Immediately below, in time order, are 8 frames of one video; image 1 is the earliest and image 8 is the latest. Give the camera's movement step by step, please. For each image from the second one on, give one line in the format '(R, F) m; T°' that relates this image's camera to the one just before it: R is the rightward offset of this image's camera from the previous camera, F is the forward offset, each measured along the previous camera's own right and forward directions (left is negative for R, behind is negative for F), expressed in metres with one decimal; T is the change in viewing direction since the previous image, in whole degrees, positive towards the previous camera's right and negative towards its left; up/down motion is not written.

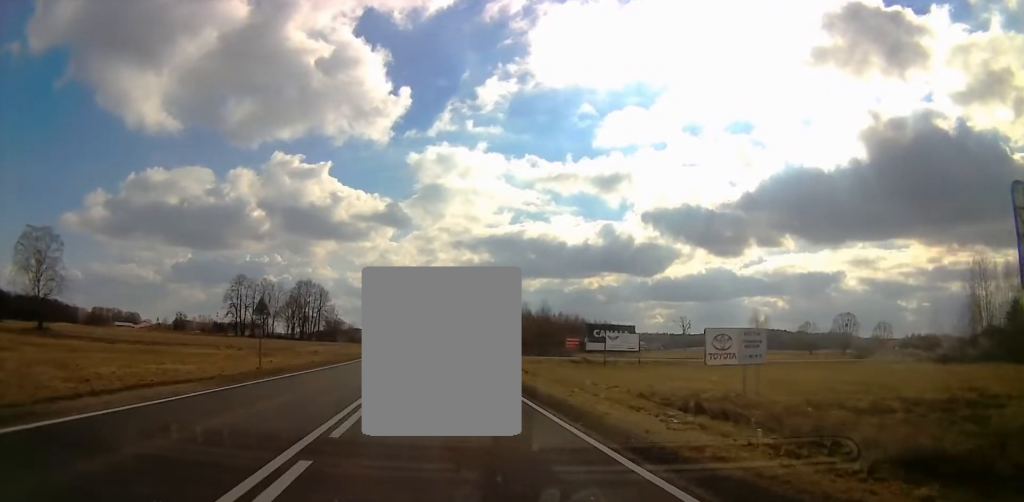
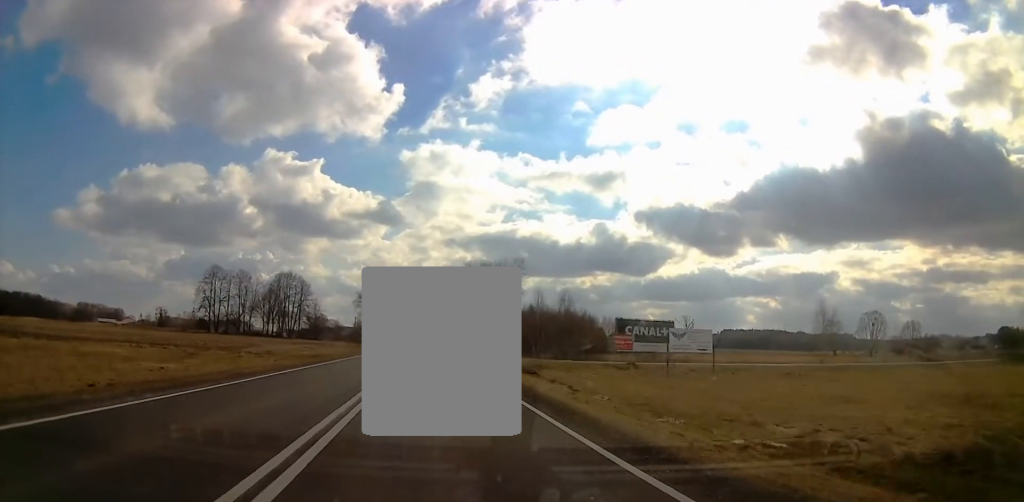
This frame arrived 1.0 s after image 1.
(+0.1, +23.1) m; +1°
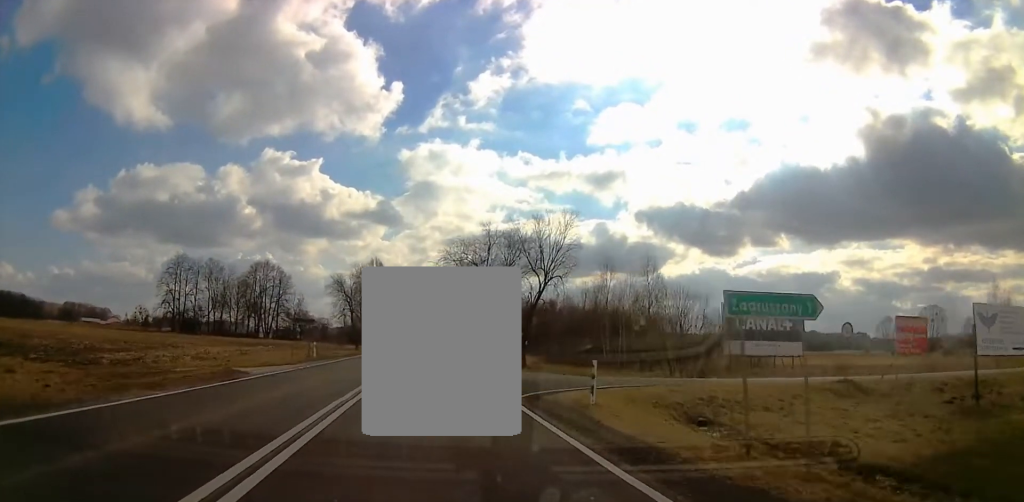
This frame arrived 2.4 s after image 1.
(+0.4, +35.1) m; 0°
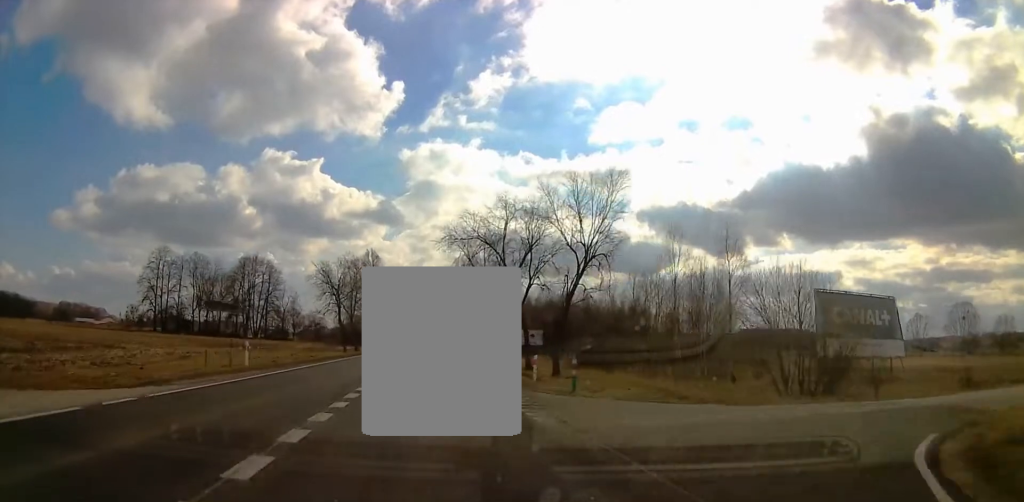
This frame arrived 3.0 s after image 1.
(-0.1, +15.7) m; 0°
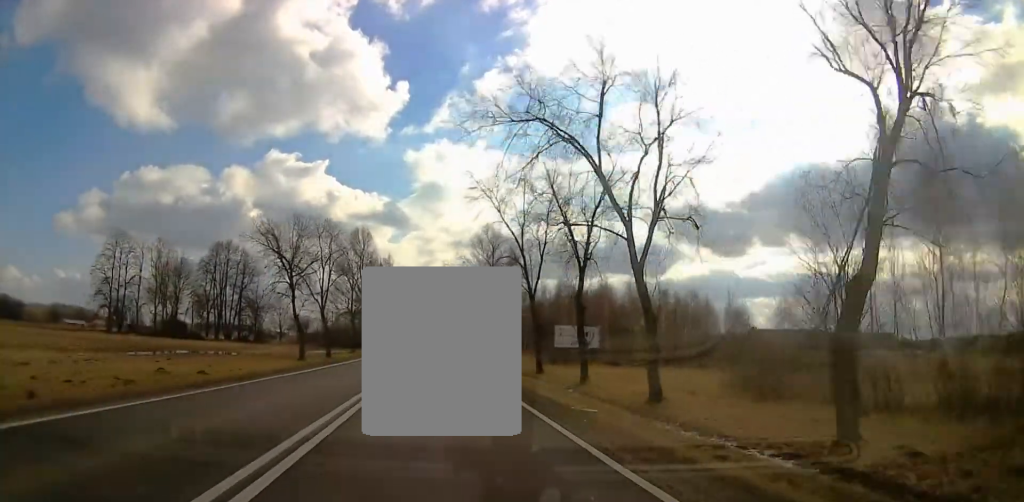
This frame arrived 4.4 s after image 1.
(+0.4, +32.4) m; +1°
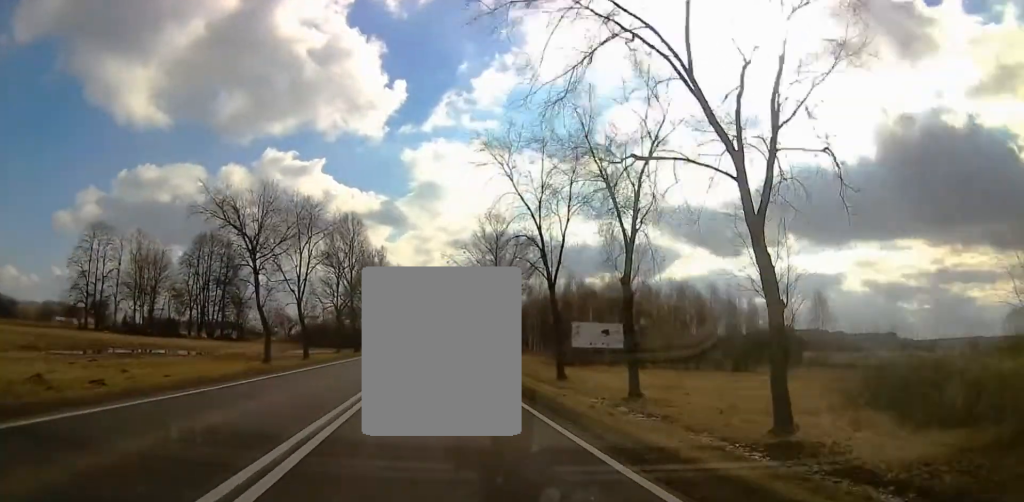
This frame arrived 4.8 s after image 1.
(+0.1, +10.7) m; 0°
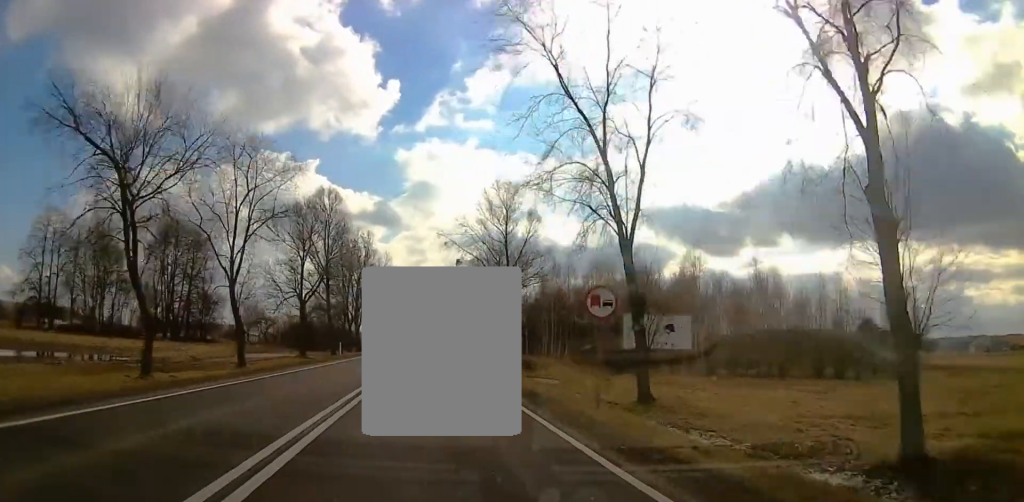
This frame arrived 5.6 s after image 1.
(-0.5, +18.4) m; -1°
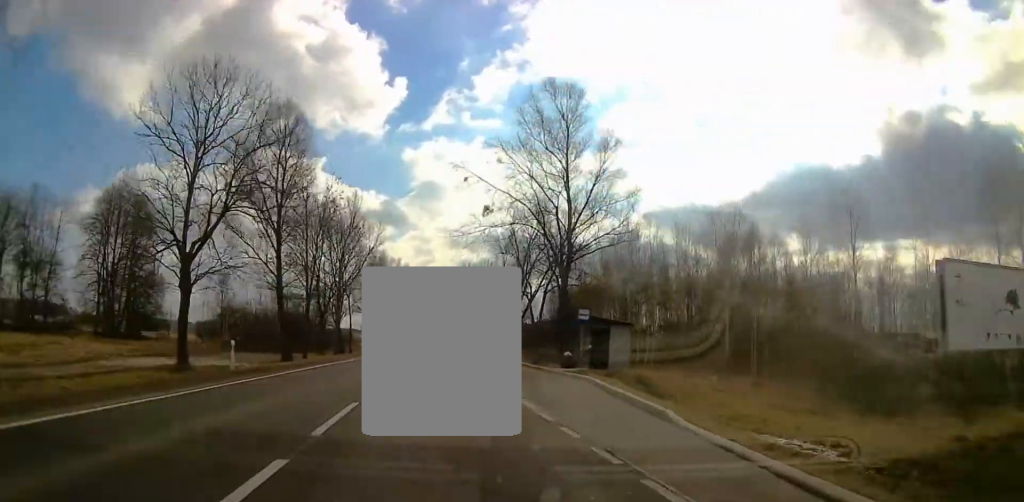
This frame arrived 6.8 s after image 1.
(0.0, +29.8) m; +1°
